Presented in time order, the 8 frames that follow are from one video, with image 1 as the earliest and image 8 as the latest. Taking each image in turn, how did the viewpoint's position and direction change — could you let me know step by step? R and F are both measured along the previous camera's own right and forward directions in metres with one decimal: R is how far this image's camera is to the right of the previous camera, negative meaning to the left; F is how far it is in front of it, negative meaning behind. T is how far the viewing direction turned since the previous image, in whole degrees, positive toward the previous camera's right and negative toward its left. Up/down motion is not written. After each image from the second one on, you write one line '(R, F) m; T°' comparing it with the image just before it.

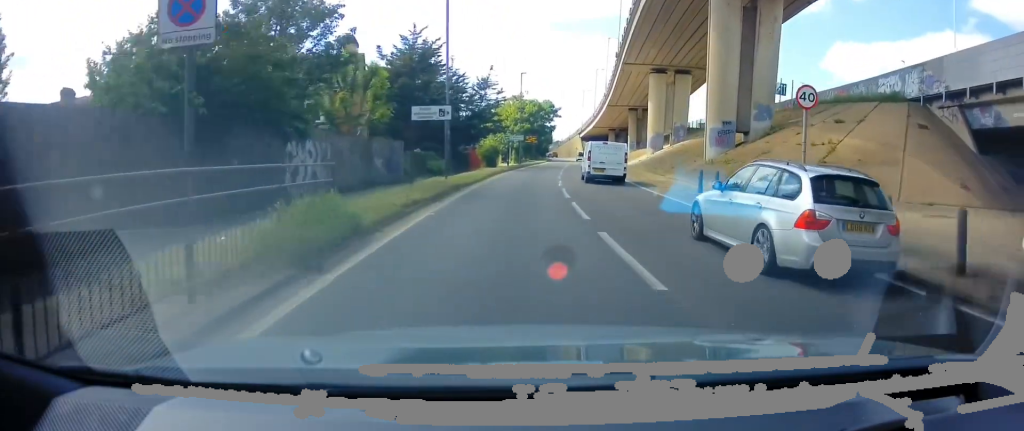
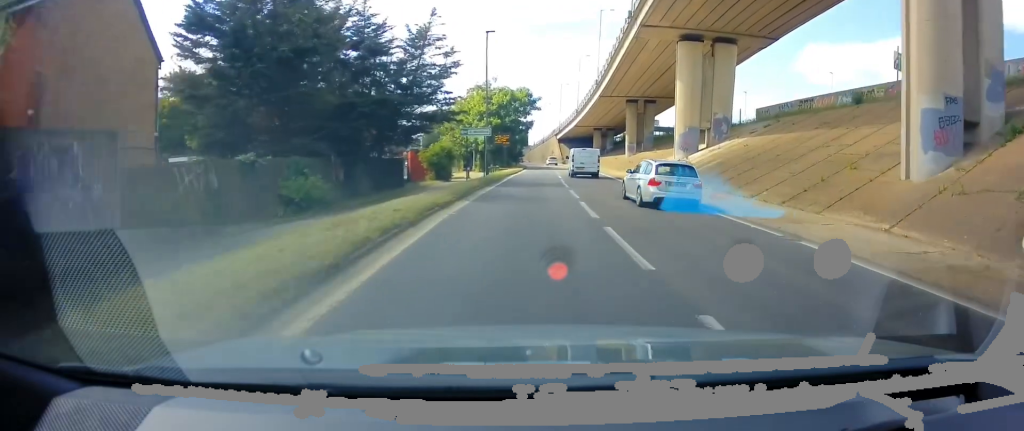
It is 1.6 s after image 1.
(+1.0, +23.4) m; +5°
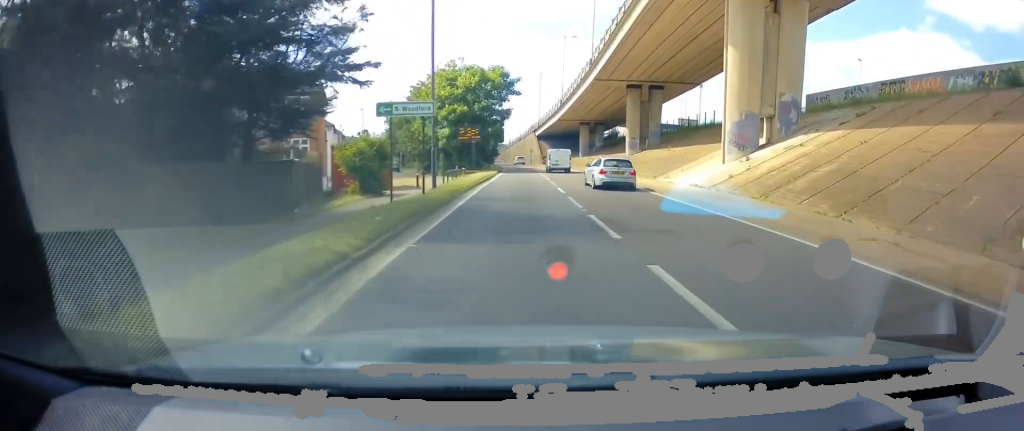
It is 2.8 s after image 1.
(+0.6, +16.3) m; +2°
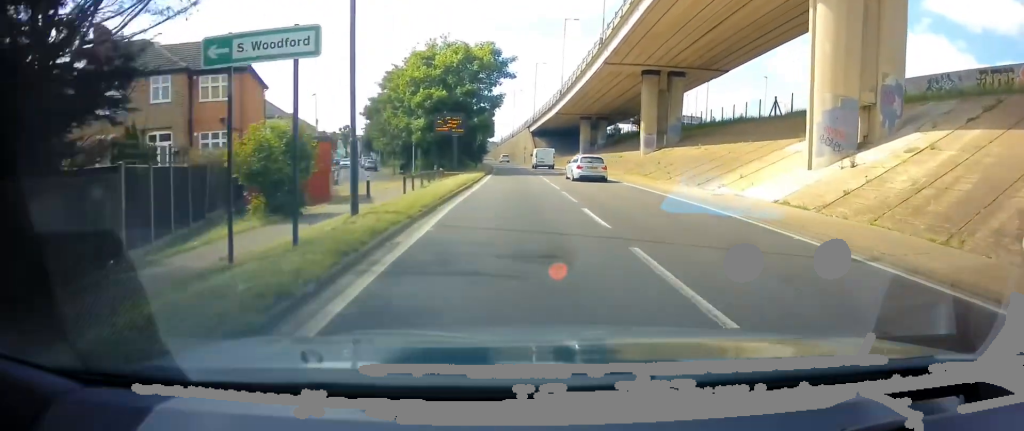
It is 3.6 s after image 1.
(-0.1, +10.6) m; +1°
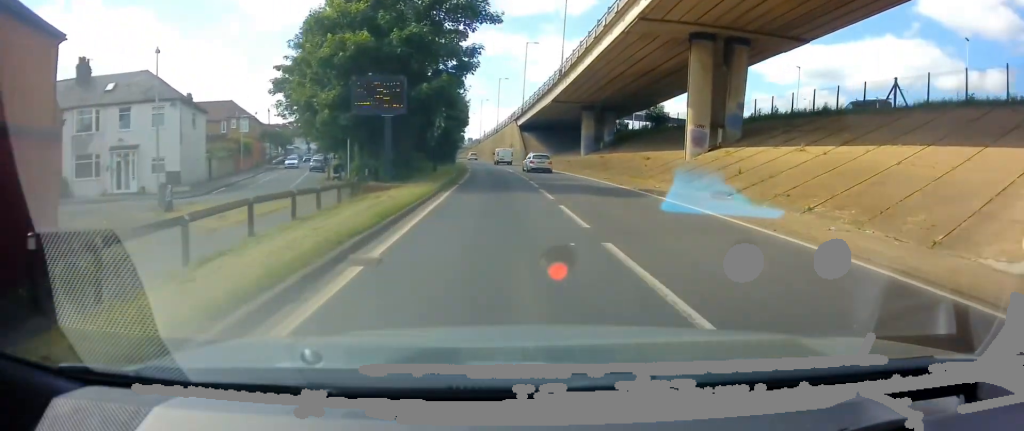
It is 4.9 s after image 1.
(+0.5, +18.4) m; +3°
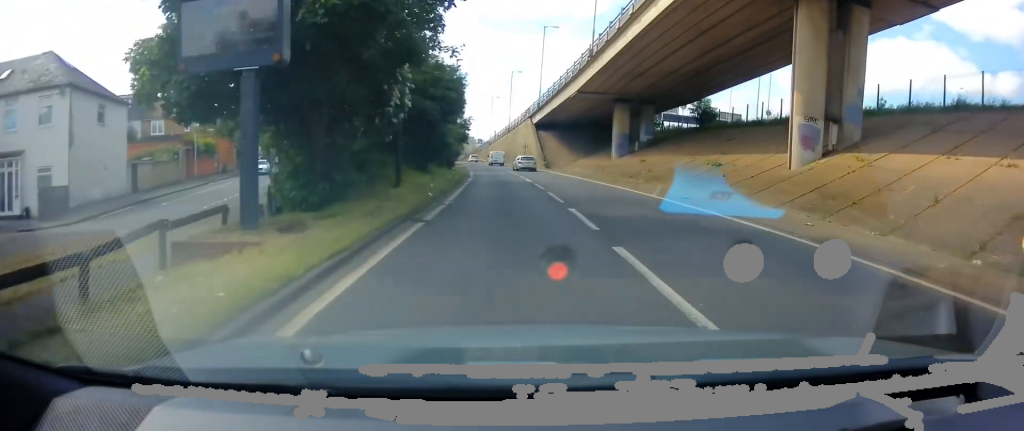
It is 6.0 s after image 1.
(-0.2, +12.9) m; -1°
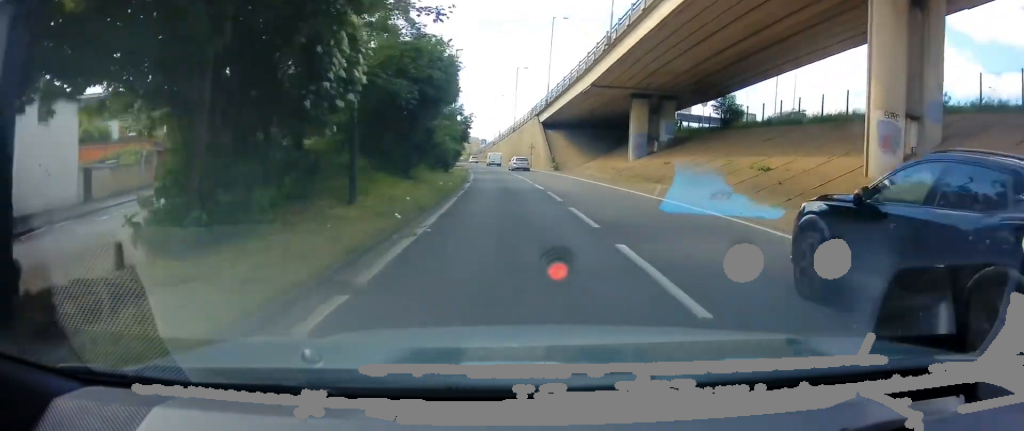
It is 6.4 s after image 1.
(0.0, +5.5) m; -1°
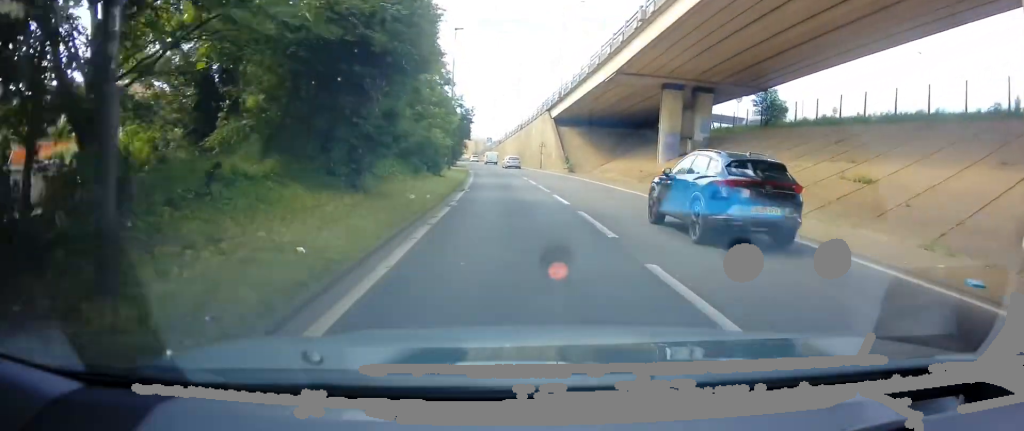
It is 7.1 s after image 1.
(+0.2, +7.8) m; -1°
